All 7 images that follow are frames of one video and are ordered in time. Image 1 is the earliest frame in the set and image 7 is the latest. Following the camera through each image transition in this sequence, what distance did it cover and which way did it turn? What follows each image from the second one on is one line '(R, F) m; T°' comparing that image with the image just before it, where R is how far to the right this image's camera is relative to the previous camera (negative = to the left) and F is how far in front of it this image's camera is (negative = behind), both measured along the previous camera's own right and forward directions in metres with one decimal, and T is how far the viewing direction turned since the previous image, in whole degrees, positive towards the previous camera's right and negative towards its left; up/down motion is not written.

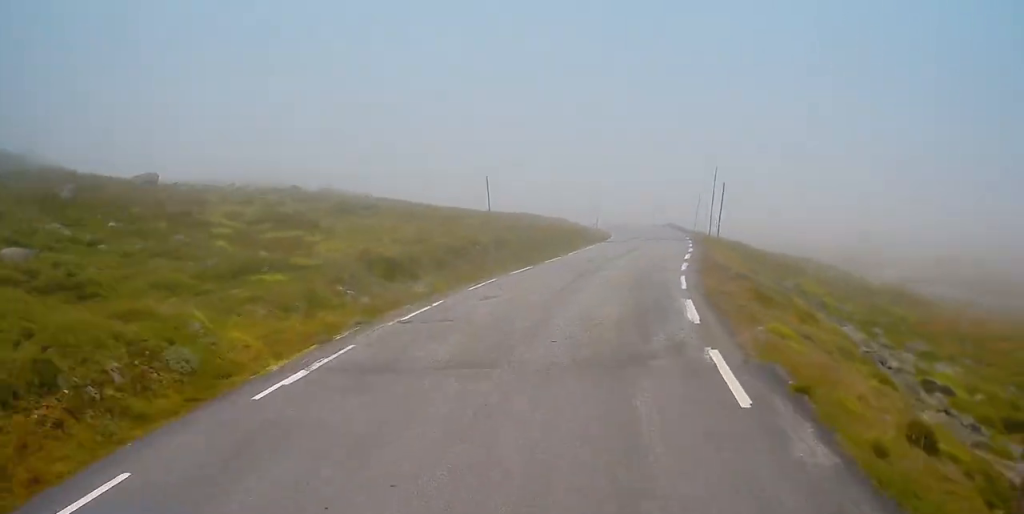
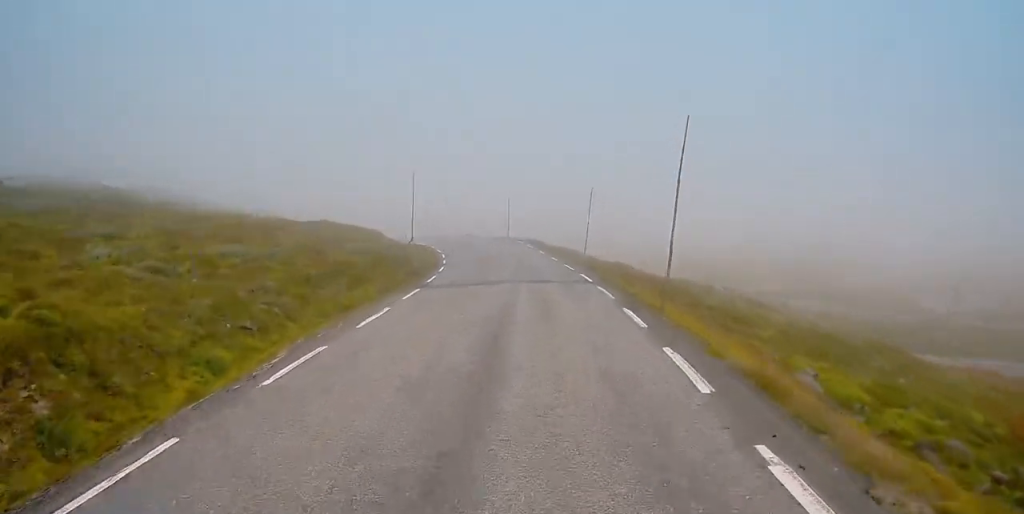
(+1.8, +29.3) m; +6°
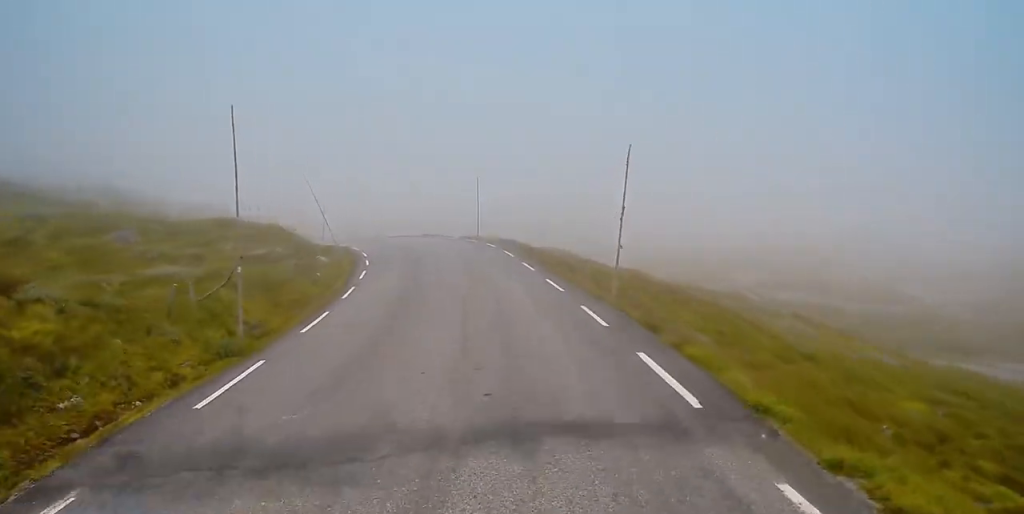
(+0.3, +19.9) m; 0°
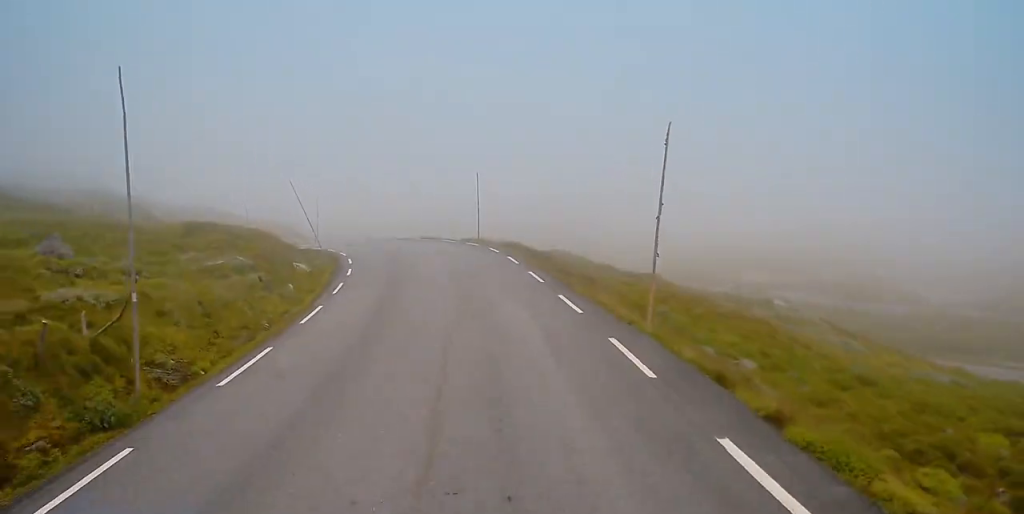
(-0.1, +4.6) m; -1°
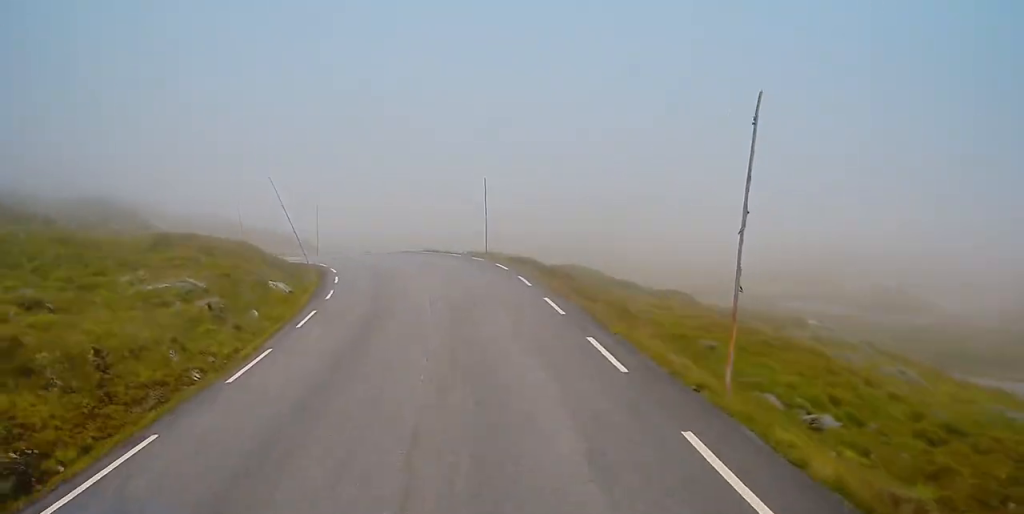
(-0.1, +5.0) m; -1°
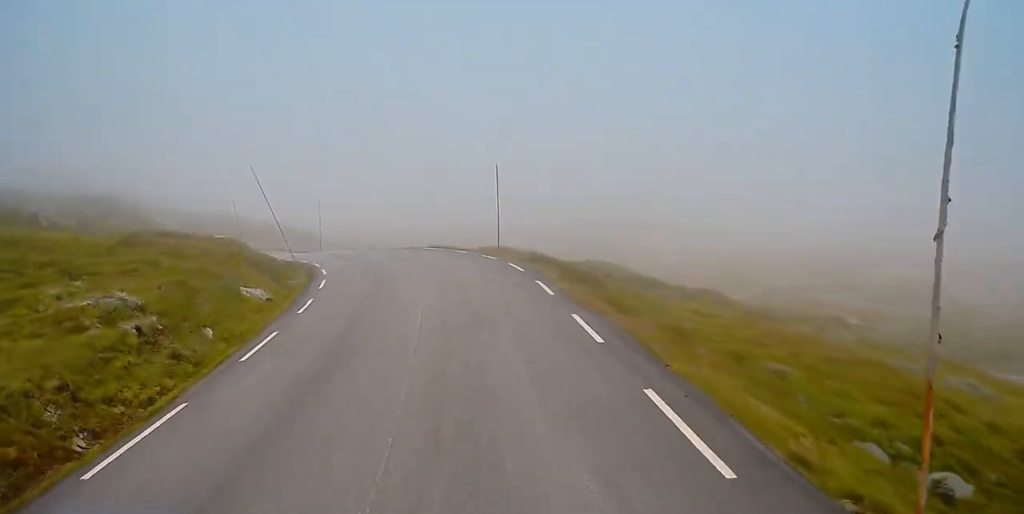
(0.0, +4.5) m; -1°
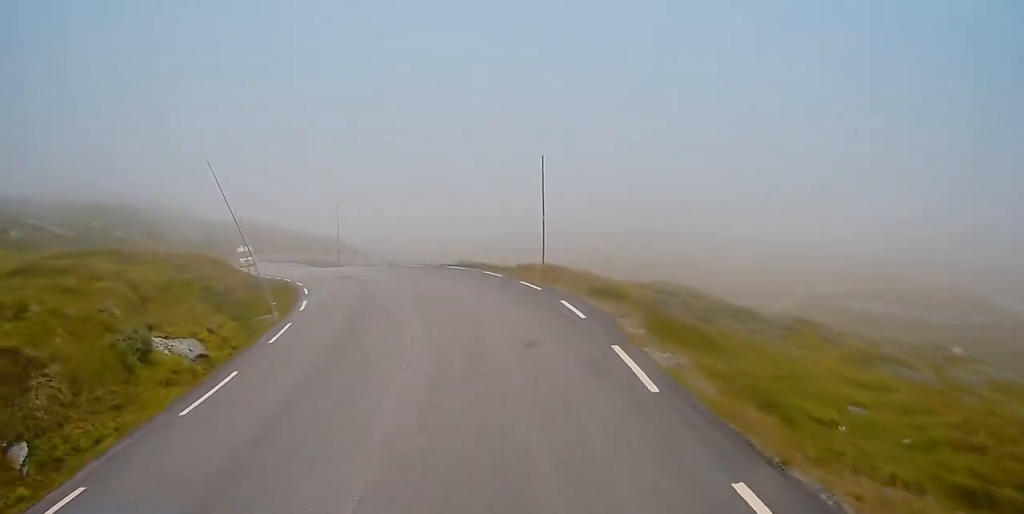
(-0.1, +8.6) m; -3°
